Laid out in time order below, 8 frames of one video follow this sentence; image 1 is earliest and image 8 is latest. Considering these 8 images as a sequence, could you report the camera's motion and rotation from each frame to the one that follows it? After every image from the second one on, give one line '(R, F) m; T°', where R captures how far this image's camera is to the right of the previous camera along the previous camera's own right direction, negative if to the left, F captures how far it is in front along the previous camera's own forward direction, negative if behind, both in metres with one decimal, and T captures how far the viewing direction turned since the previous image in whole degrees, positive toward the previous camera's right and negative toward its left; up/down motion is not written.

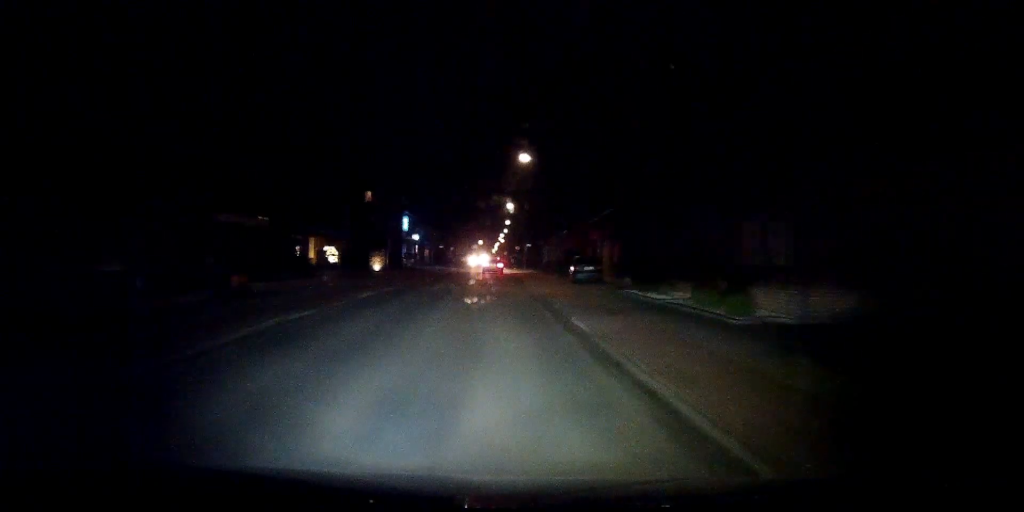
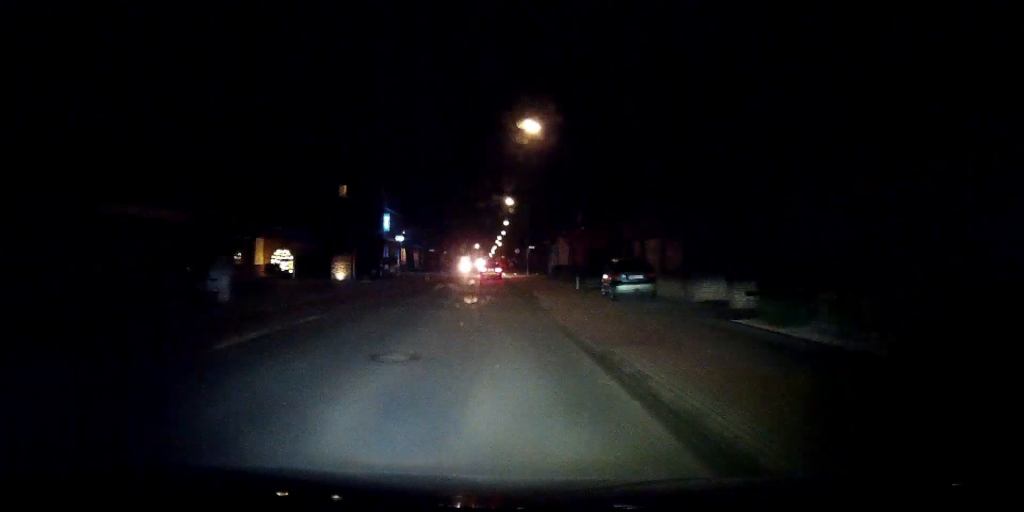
(0.0, +10.6) m; 0°
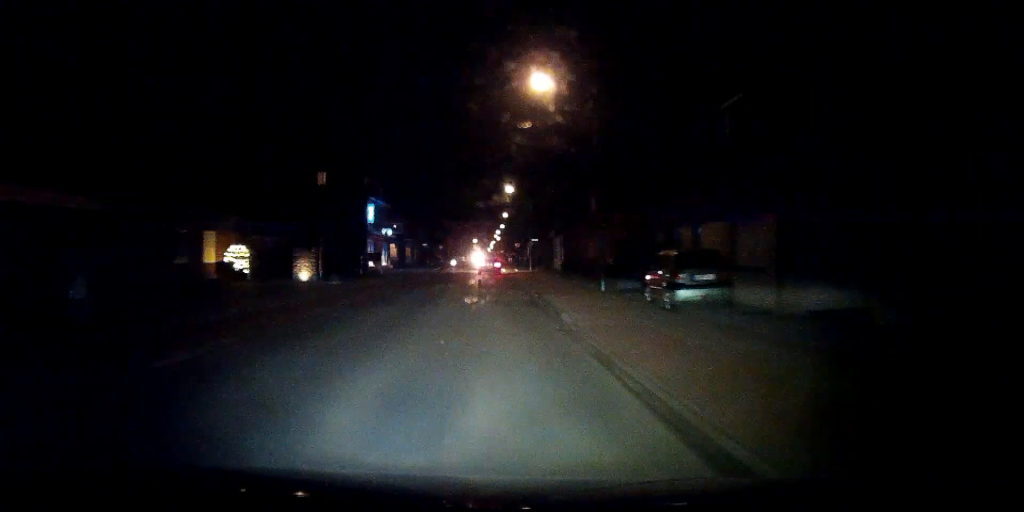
(+0.1, +6.8) m; 0°
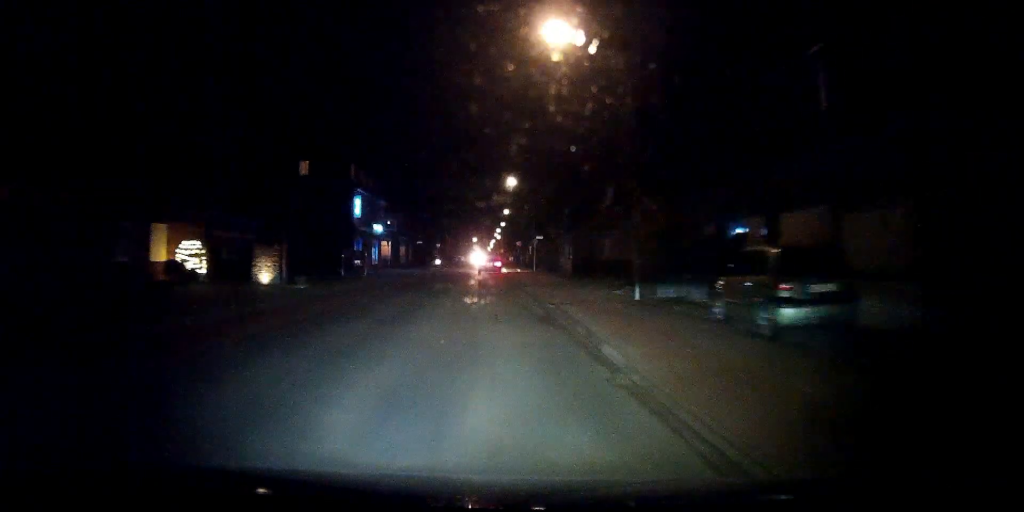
(0.0, +5.3) m; 0°
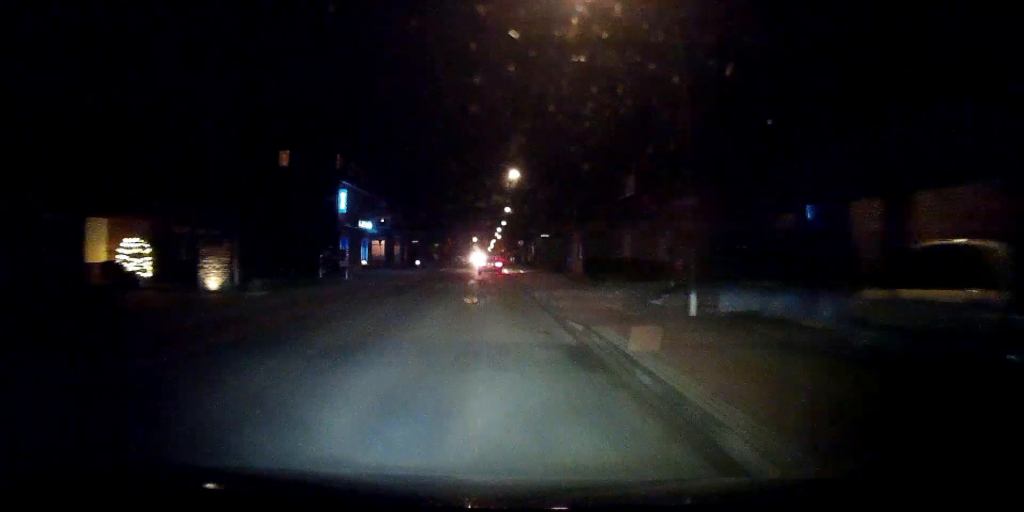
(0.0, +4.8) m; 0°
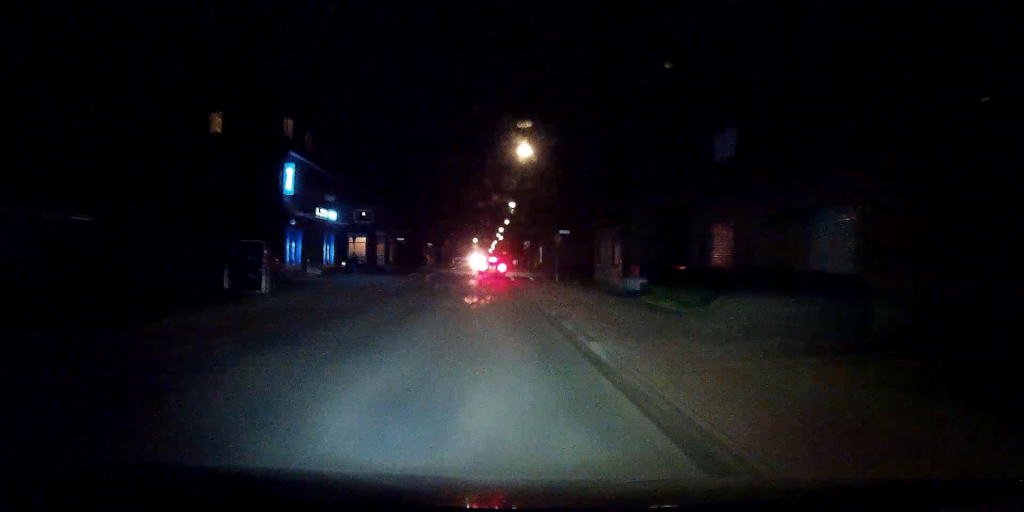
(0.0, +11.4) m; 0°
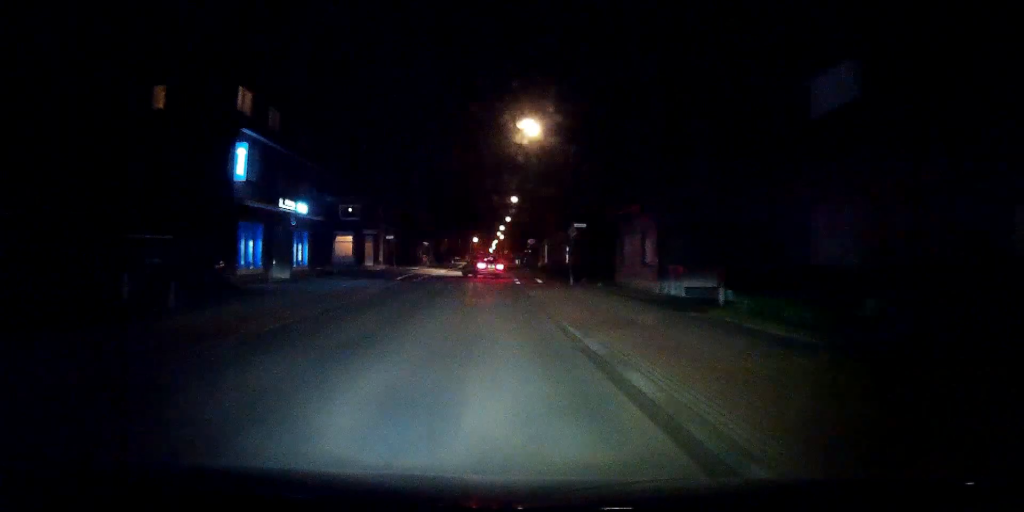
(0.0, +6.1) m; 0°
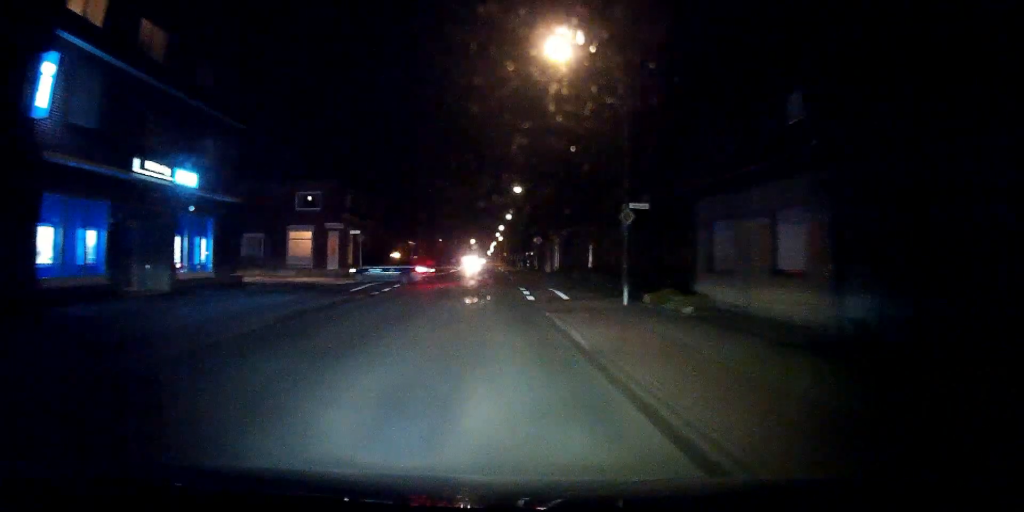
(0.0, +12.0) m; -1°
